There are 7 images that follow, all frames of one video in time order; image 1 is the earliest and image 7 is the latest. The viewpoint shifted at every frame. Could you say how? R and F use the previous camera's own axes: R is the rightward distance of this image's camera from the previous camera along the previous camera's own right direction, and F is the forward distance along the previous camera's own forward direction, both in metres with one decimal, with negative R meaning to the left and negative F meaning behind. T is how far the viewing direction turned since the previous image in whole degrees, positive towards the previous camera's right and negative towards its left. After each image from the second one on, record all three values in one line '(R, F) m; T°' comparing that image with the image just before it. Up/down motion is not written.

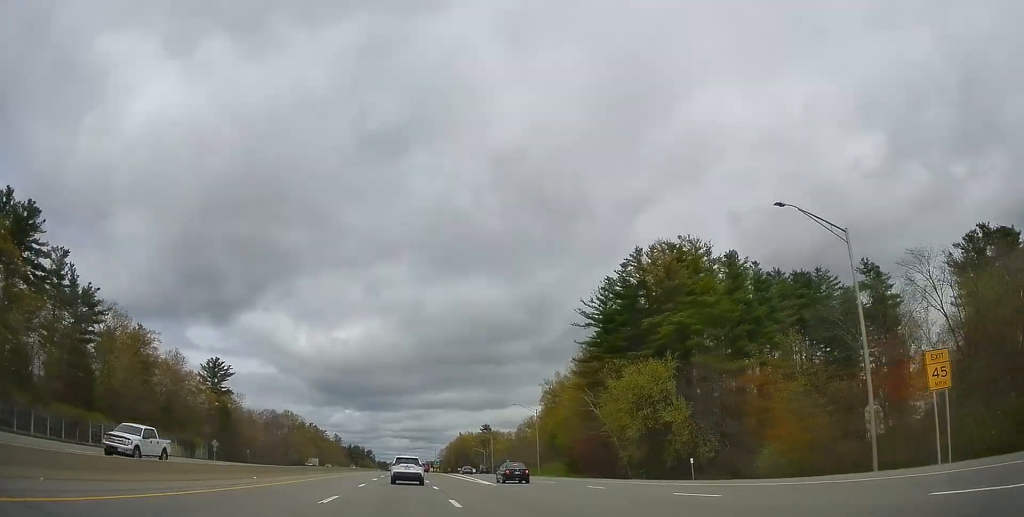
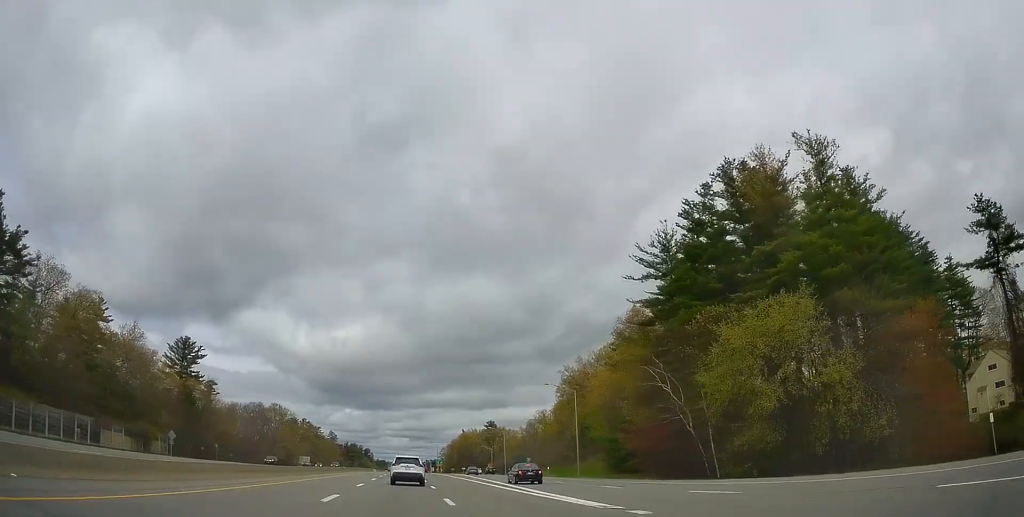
(-0.2, +23.9) m; 0°
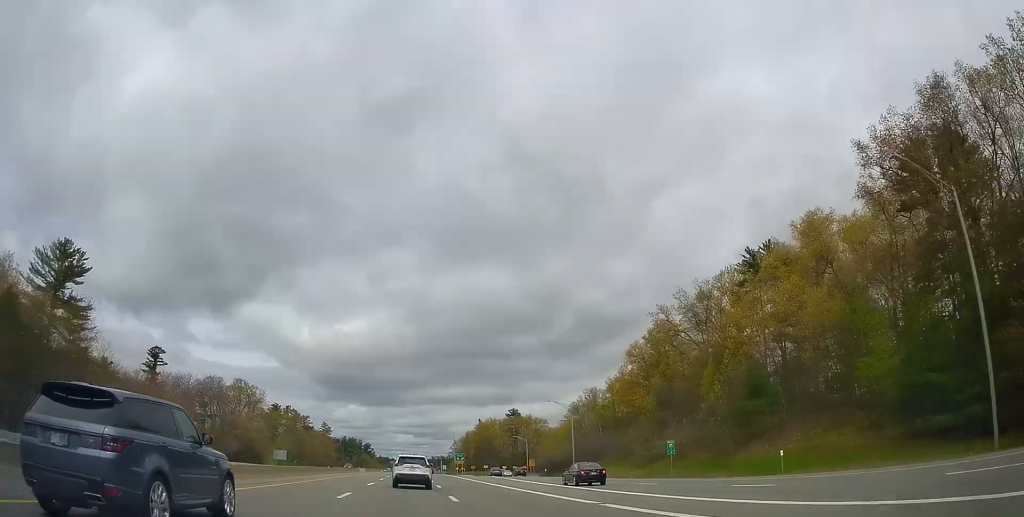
(0.0, +59.0) m; 0°
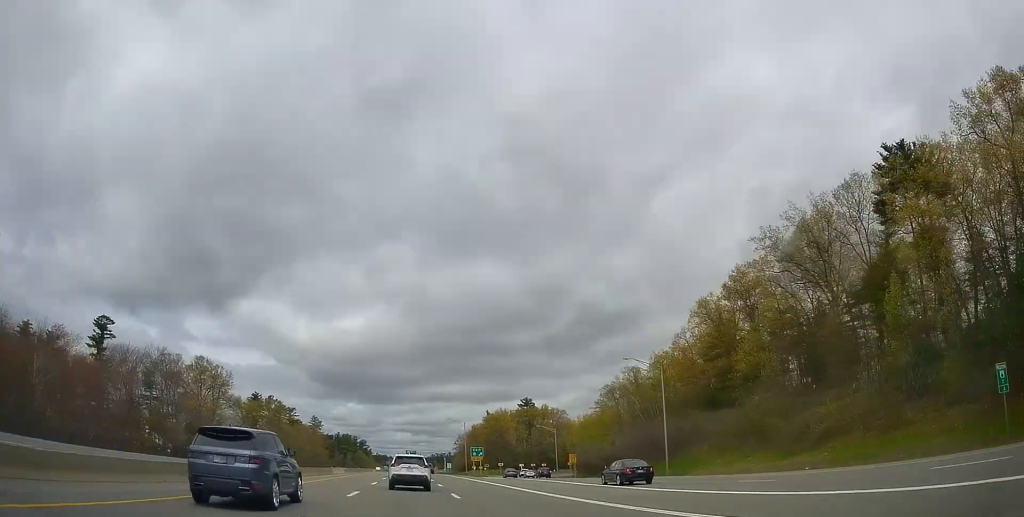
(-0.3, +35.4) m; 0°
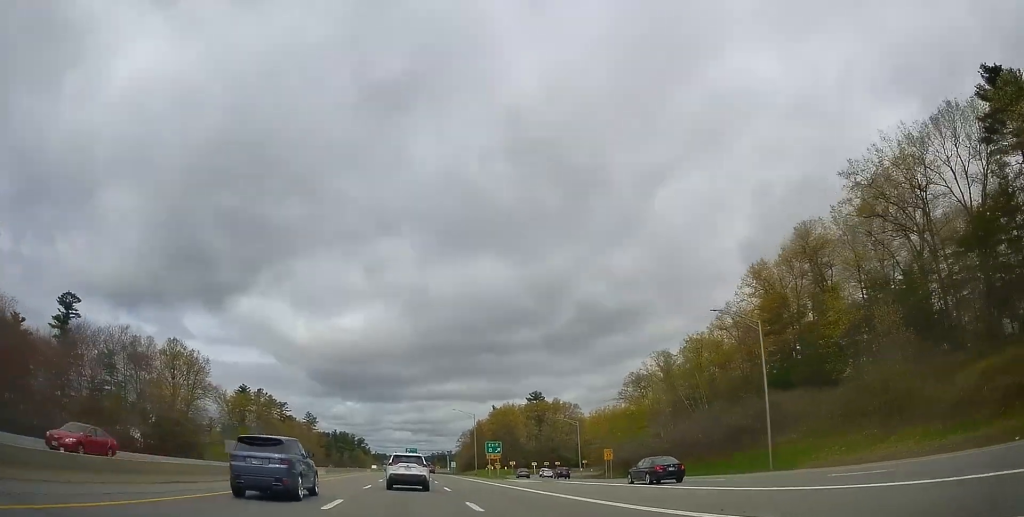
(-0.1, +18.9) m; 0°
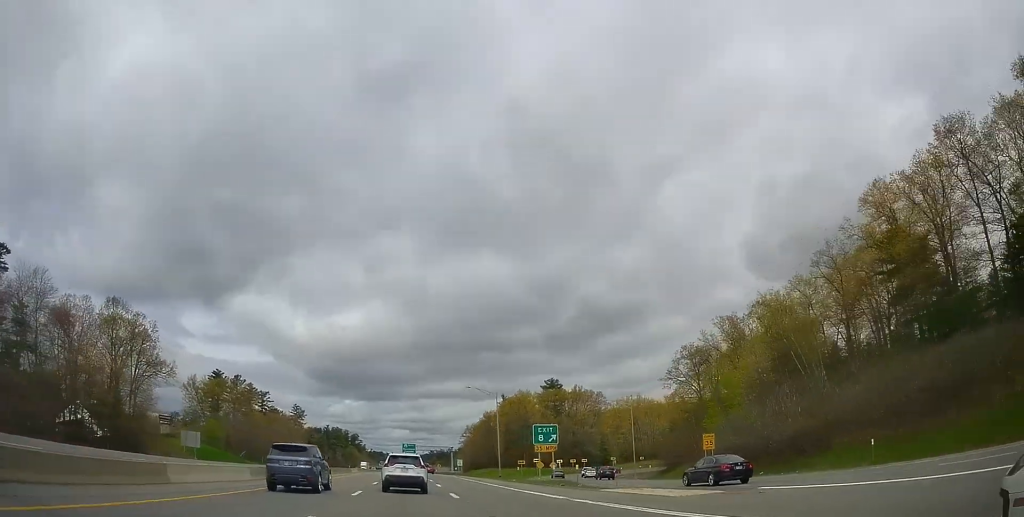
(+0.5, +30.0) m; 0°
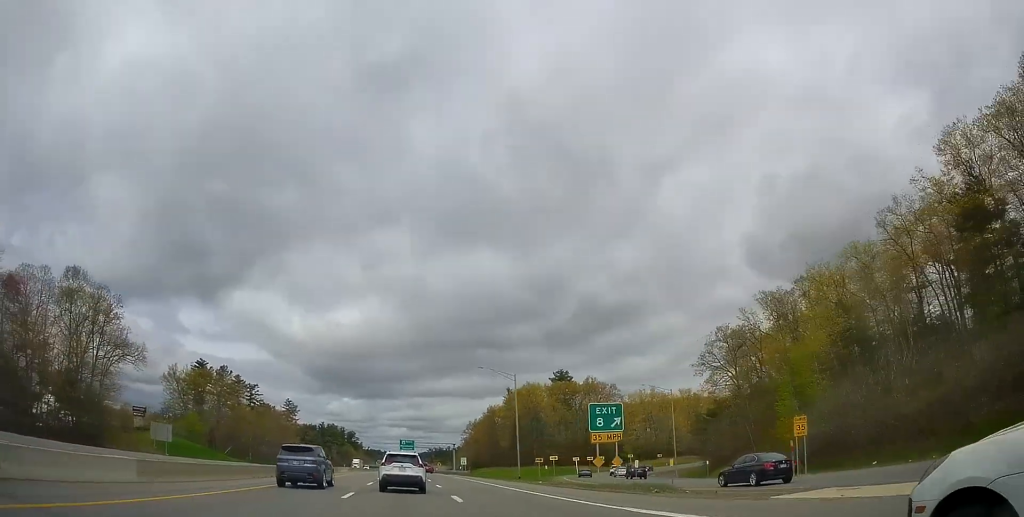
(-0.4, +14.7) m; 0°
